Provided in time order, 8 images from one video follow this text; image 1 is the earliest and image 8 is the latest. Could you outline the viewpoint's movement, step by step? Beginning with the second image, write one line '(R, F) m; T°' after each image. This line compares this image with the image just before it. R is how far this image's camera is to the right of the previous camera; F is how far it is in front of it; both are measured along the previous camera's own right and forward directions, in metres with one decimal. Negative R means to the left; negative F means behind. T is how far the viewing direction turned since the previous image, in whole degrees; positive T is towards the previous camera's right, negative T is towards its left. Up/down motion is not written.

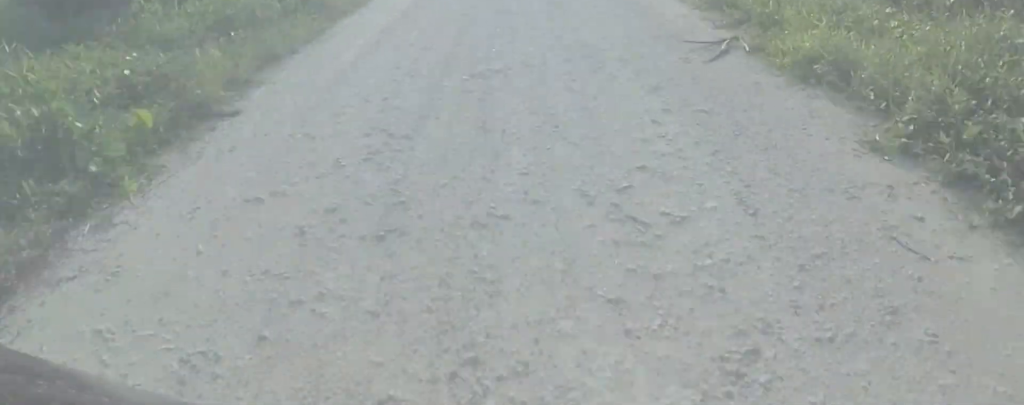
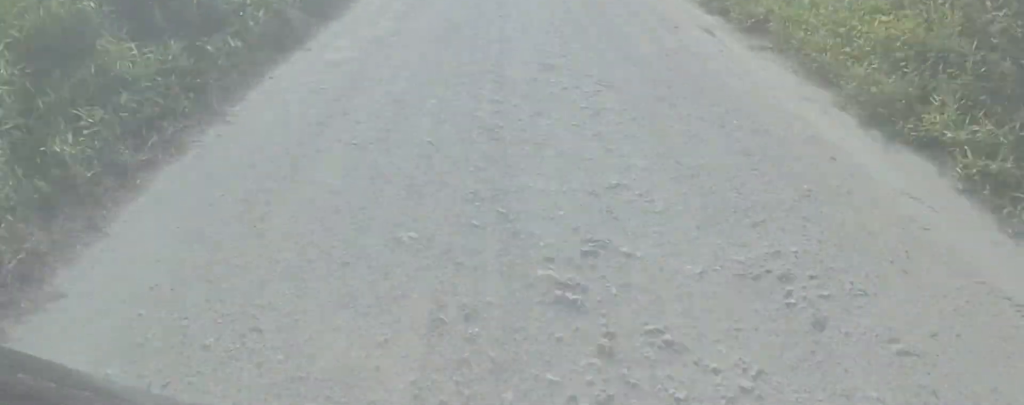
(-0.1, +8.5) m; -2°
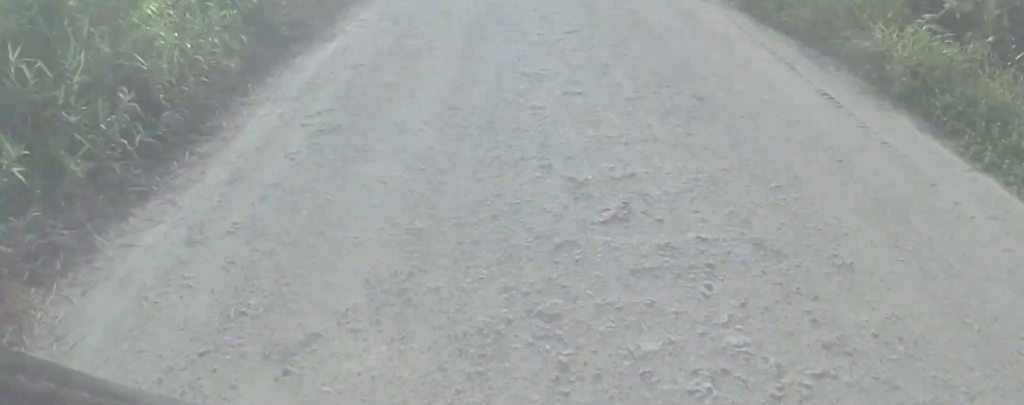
(0.0, +5.0) m; 0°
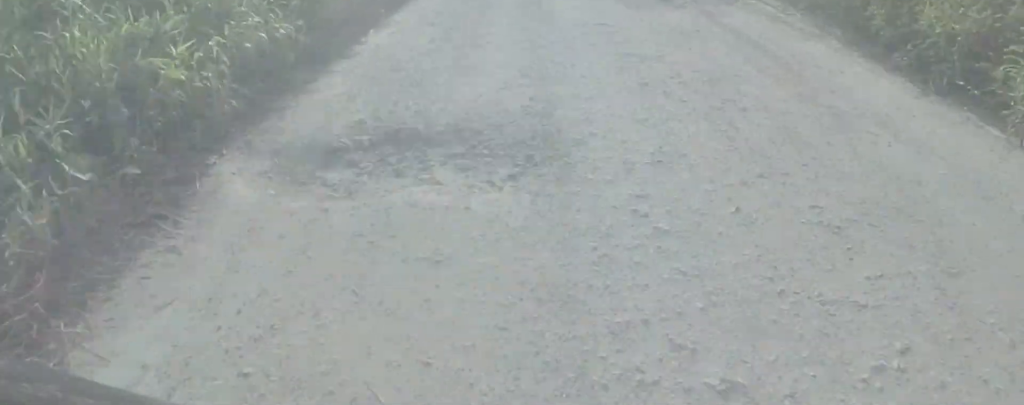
(-0.2, +4.1) m; 0°
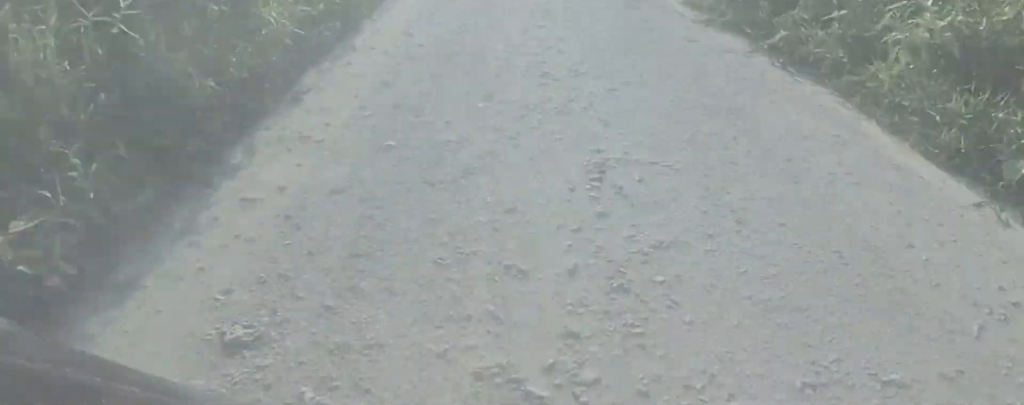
(+0.1, +15.0) m; 0°
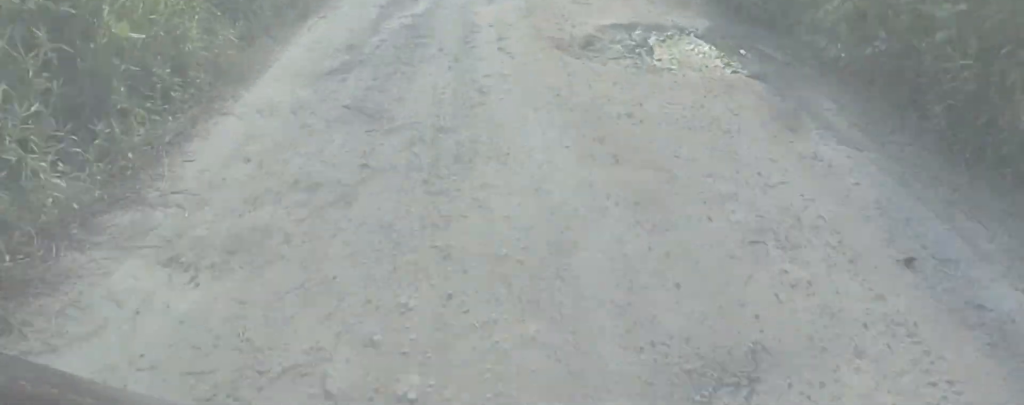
(+0.1, +15.3) m; 0°
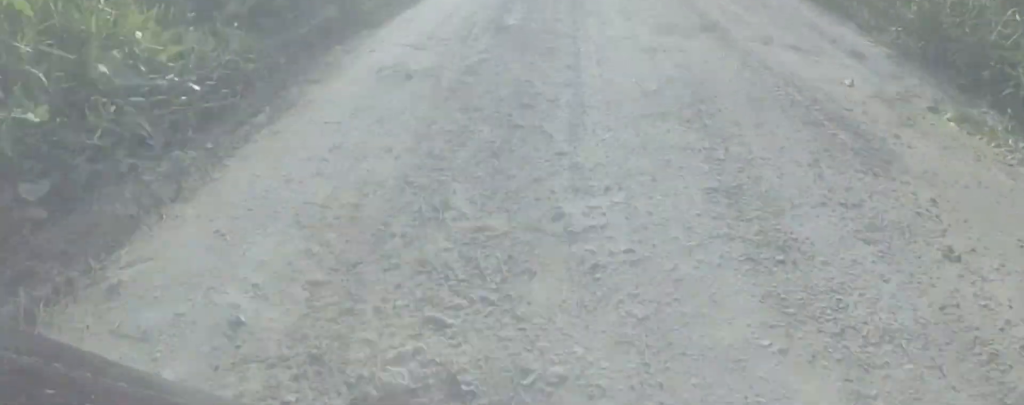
(-0.1, +9.7) m; +2°
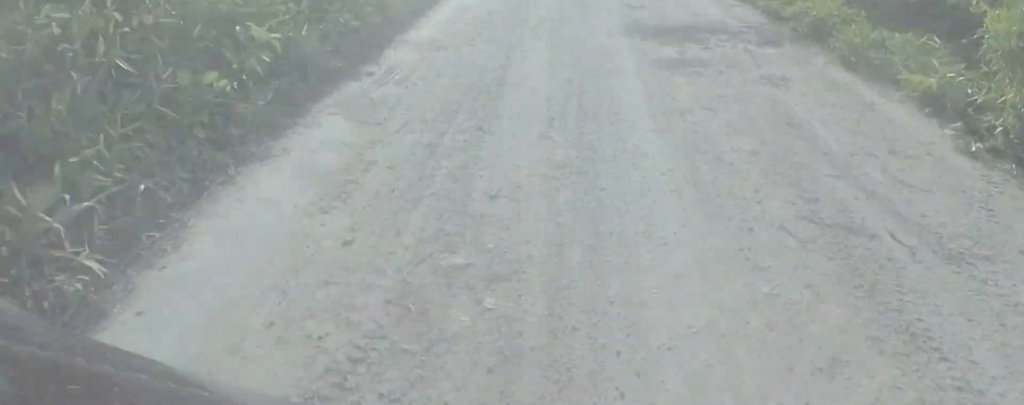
(+0.2, +3.9) m; +2°
